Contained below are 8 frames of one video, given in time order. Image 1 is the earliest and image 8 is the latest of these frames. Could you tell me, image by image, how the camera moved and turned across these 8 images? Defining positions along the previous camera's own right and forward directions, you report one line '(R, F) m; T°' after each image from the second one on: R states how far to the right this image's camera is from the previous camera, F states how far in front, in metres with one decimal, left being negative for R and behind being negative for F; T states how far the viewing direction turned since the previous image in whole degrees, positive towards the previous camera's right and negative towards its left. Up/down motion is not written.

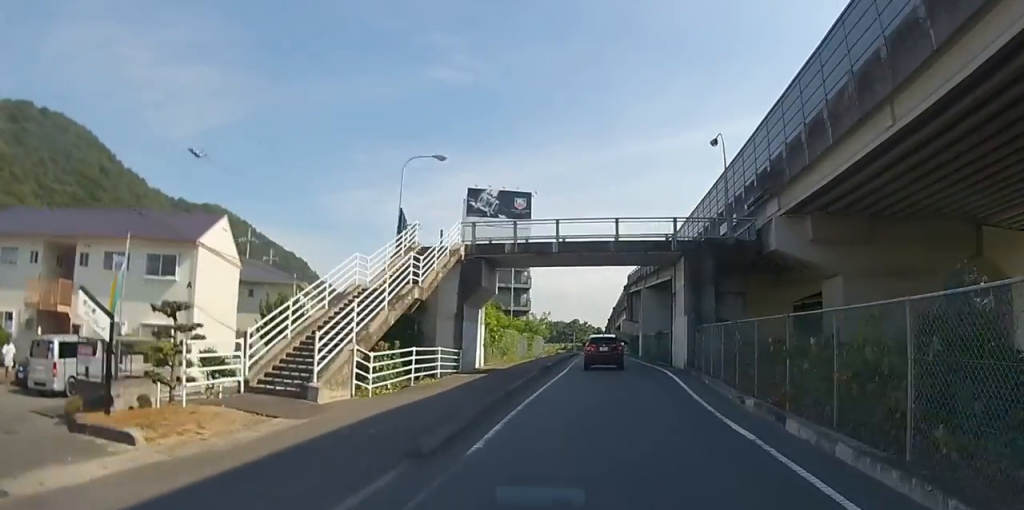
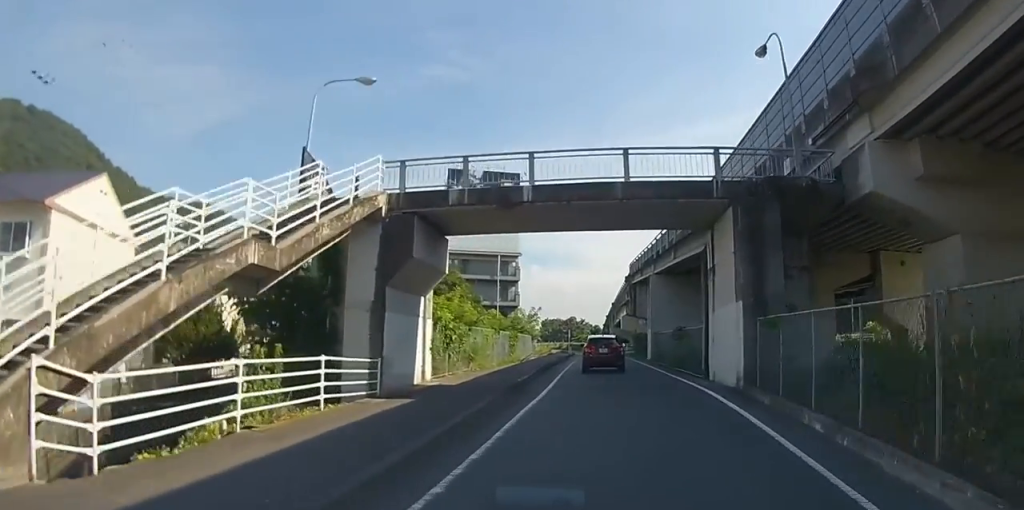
(+0.1, +8.7) m; 0°
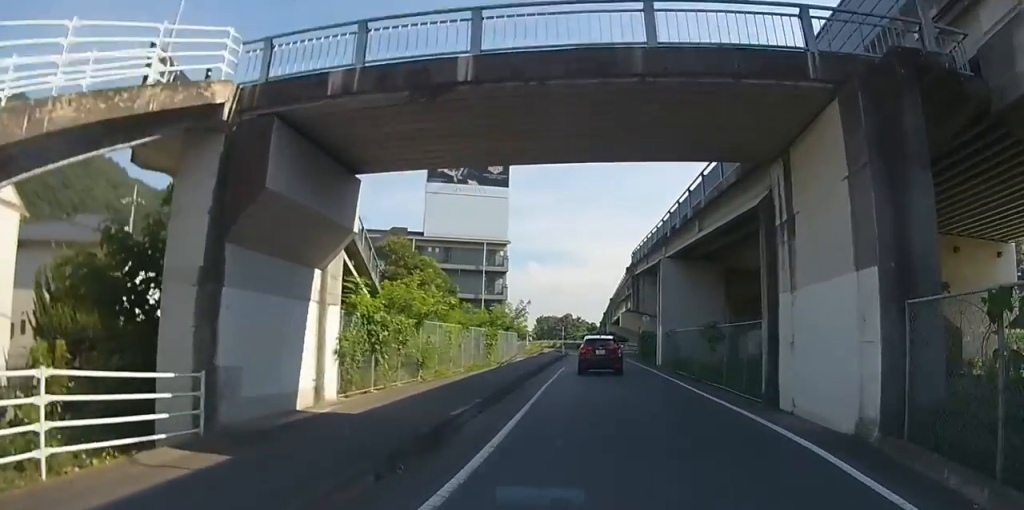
(0.0, +7.5) m; 0°
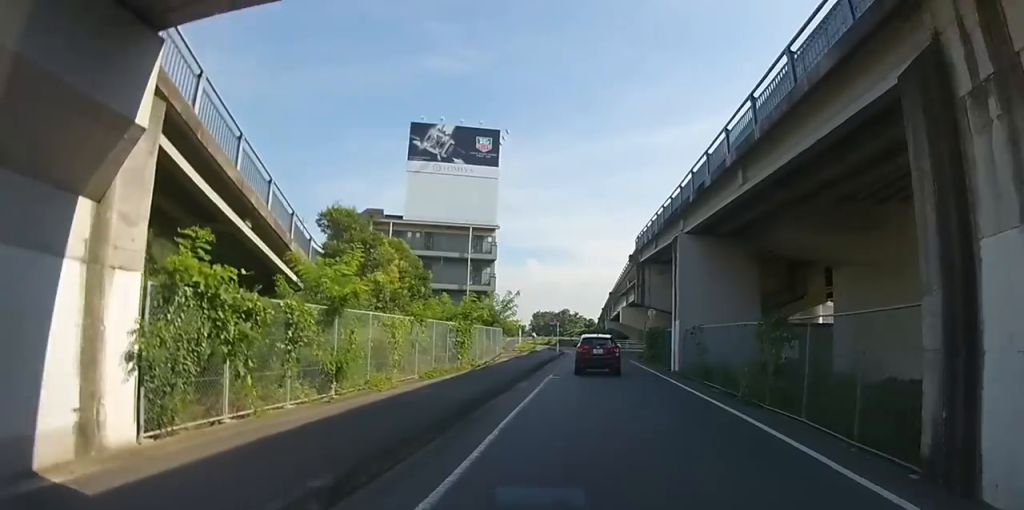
(0.0, +6.5) m; 0°
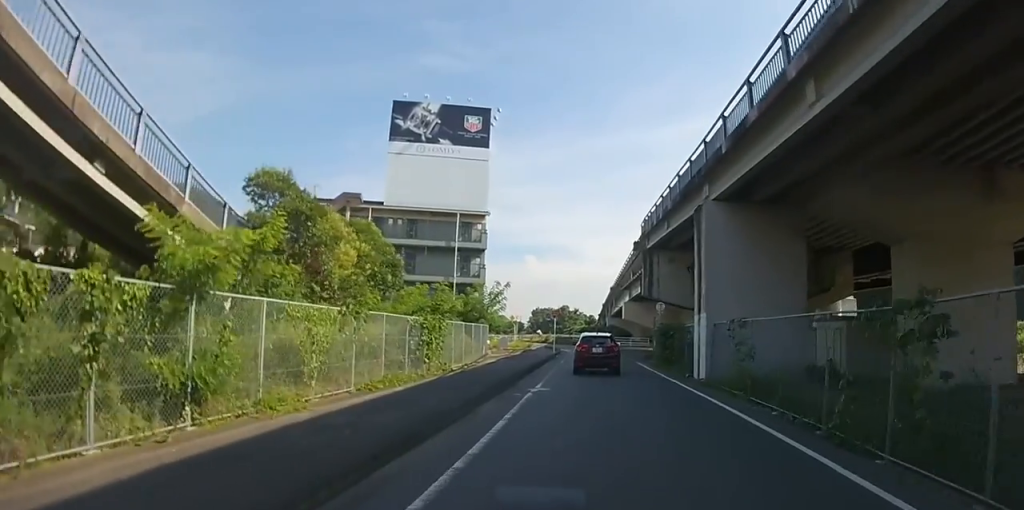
(0.0, +5.1) m; 0°
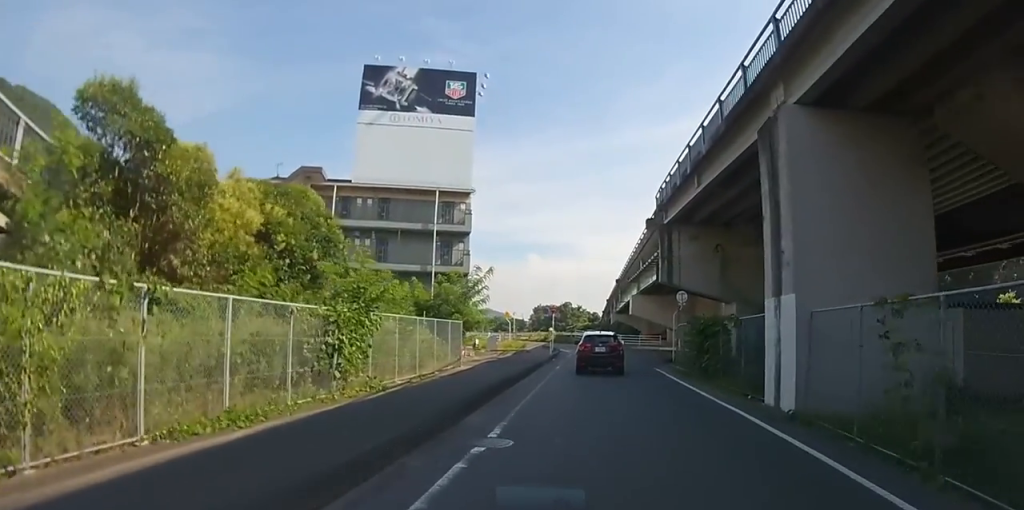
(-0.2, +8.0) m; 0°
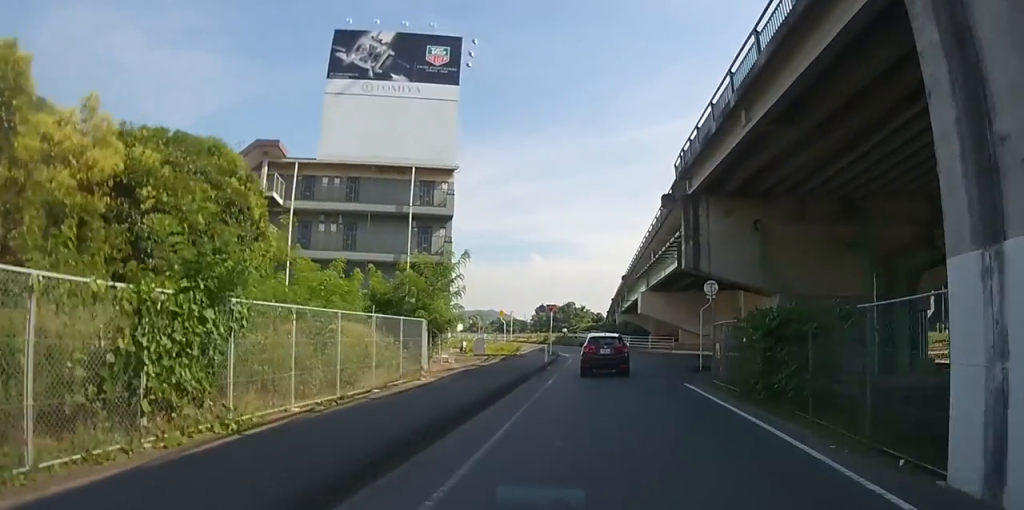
(+0.1, +6.2) m; 0°
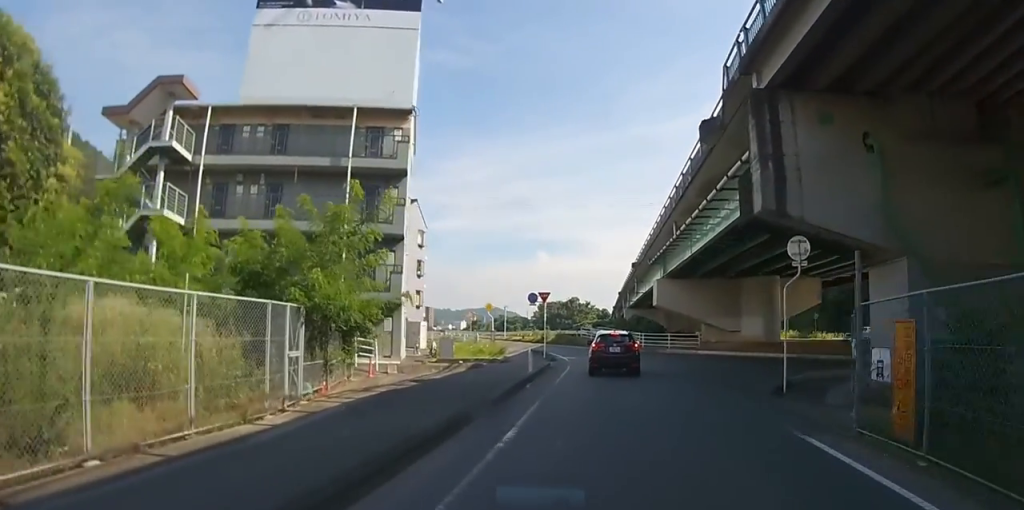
(0.0, +9.6) m; 0°
